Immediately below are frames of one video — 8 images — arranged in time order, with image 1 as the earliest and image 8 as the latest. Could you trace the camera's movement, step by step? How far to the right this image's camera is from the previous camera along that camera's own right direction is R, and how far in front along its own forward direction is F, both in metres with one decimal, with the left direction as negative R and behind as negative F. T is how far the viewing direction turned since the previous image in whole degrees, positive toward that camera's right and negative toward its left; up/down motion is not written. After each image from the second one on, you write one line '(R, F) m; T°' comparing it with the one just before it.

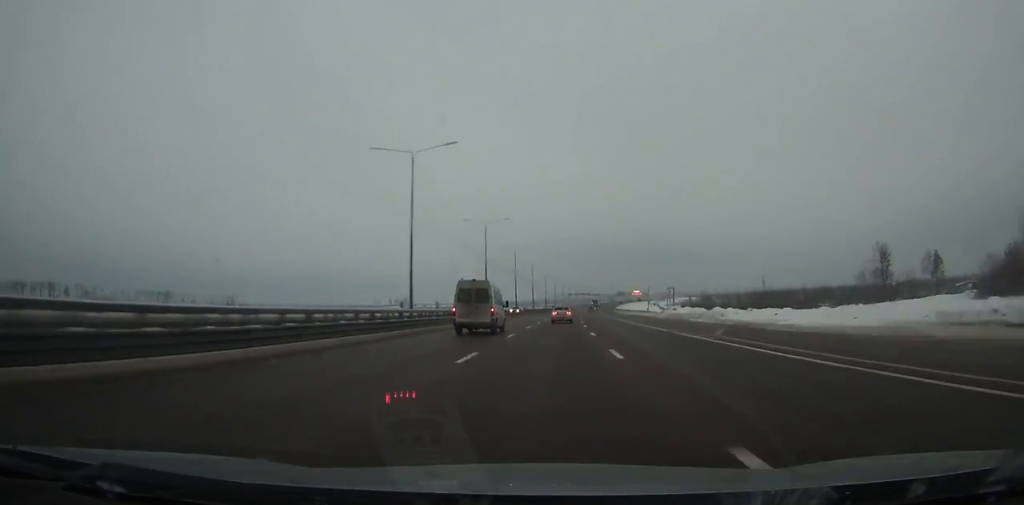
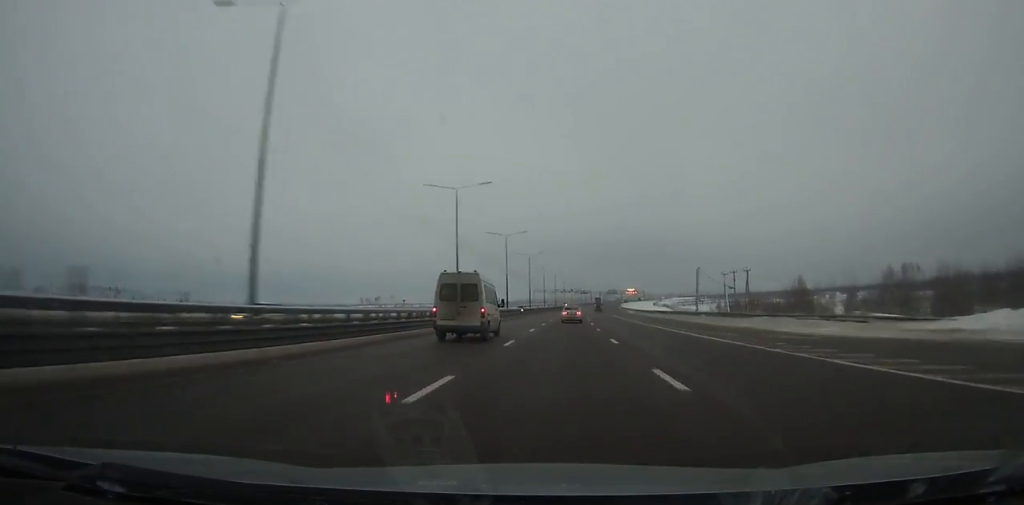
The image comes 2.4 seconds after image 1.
(+1.4, +76.7) m; +2°
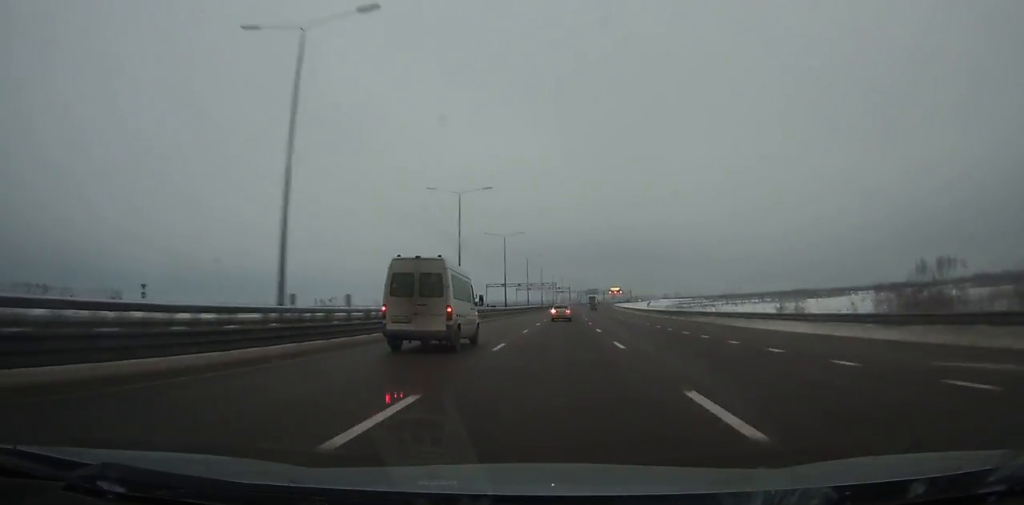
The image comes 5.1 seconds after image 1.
(+2.2, +86.4) m; +3°
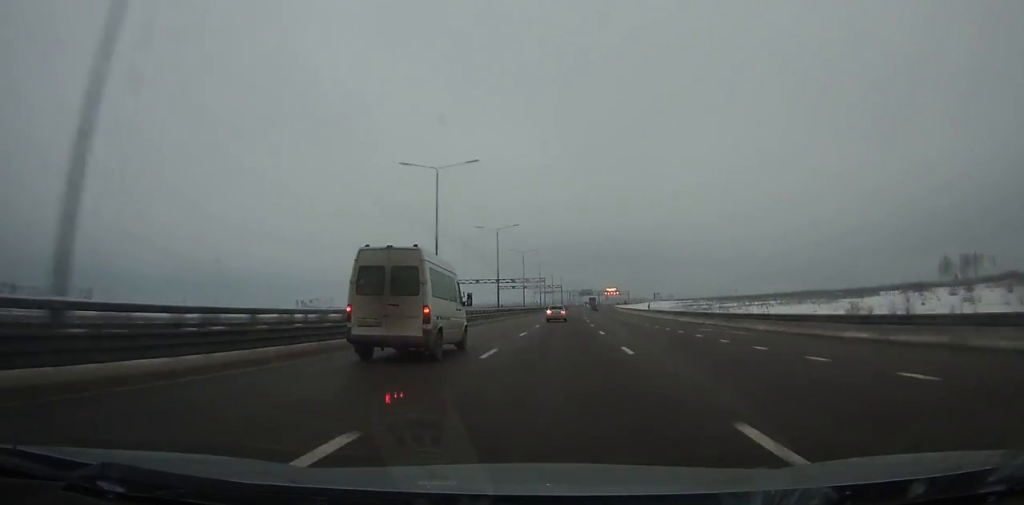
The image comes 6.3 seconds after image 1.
(+0.2, +38.5) m; +1°
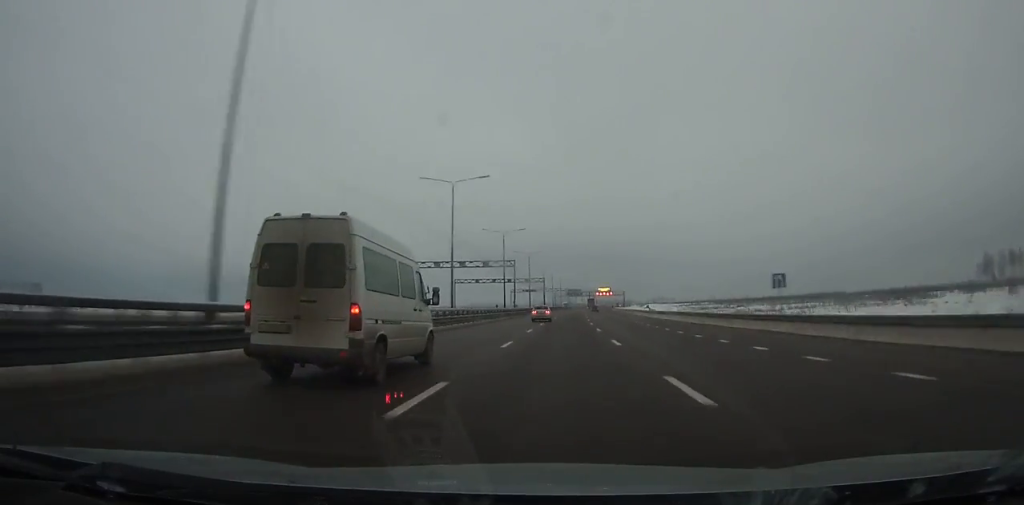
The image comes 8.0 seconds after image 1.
(+0.7, +54.8) m; +1°
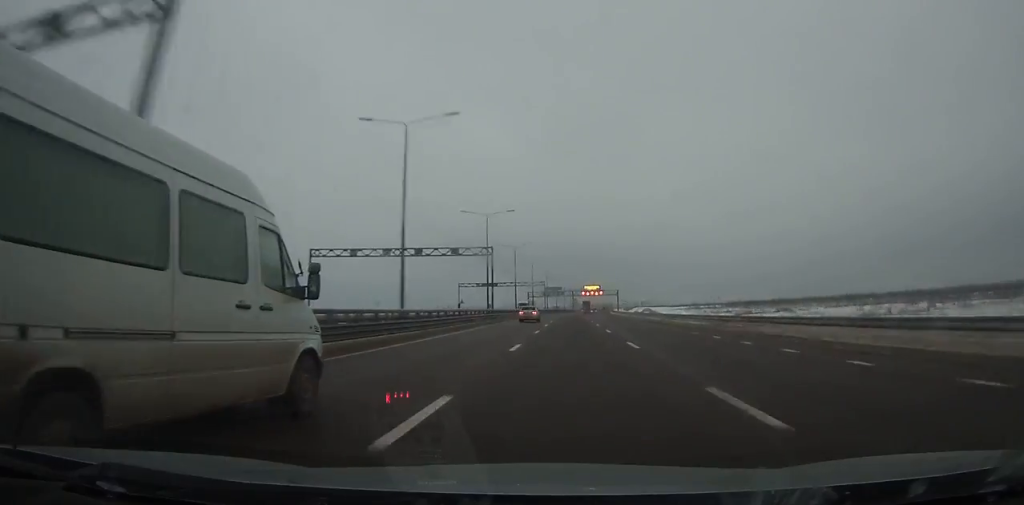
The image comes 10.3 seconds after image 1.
(+1.3, +74.6) m; +2°
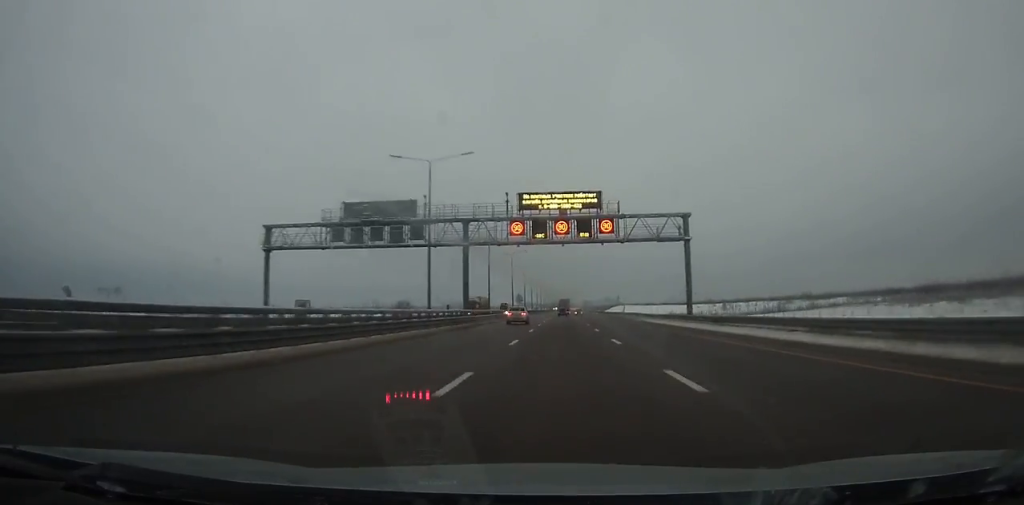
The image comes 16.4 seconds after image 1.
(+7.1, +198.5) m; +4°
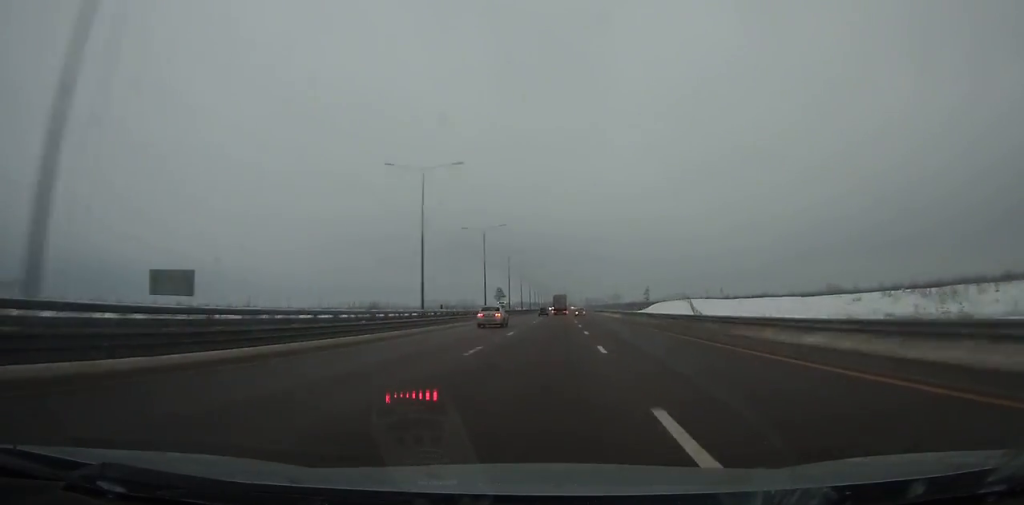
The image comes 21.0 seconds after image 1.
(+1.7, +148.3) m; 0°
